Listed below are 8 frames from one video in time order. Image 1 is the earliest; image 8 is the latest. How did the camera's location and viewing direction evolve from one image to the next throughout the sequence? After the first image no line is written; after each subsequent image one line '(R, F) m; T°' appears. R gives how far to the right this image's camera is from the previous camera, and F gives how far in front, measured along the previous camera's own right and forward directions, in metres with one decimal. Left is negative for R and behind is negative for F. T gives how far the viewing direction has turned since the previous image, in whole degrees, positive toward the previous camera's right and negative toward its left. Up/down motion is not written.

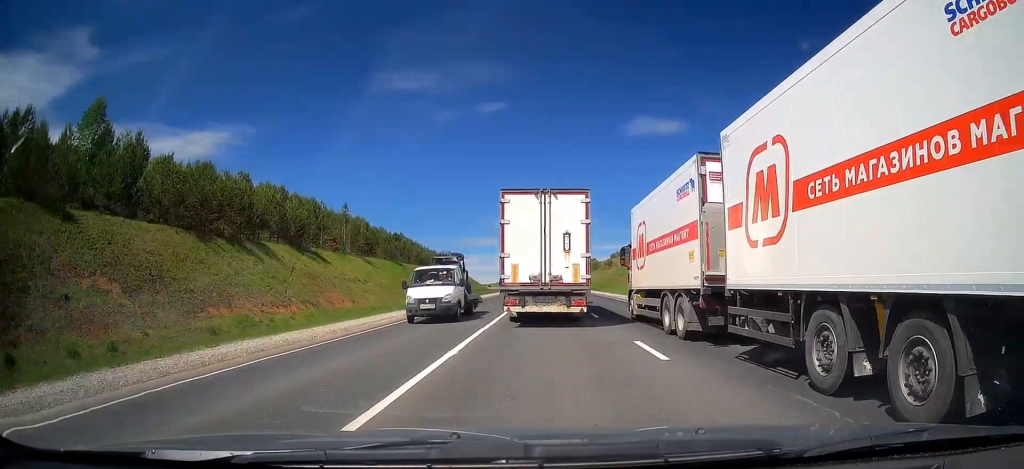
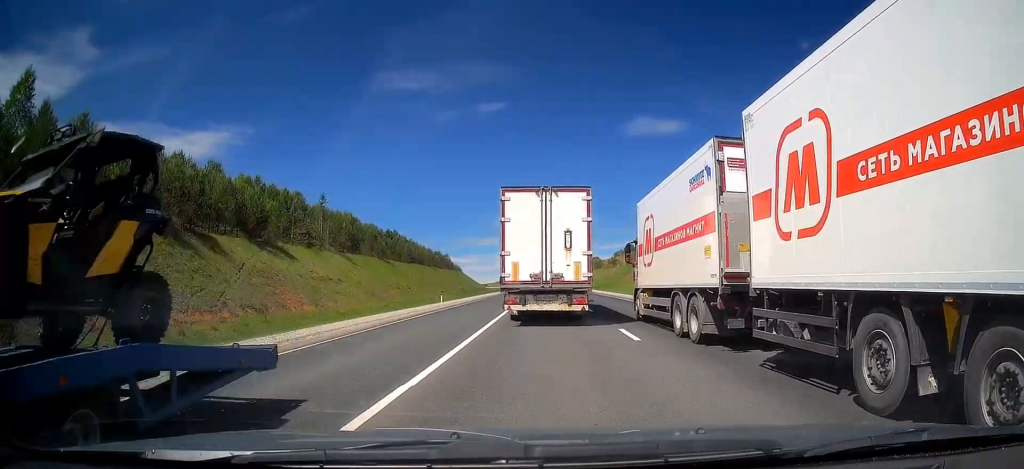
(+0.2, +9.2) m; 0°
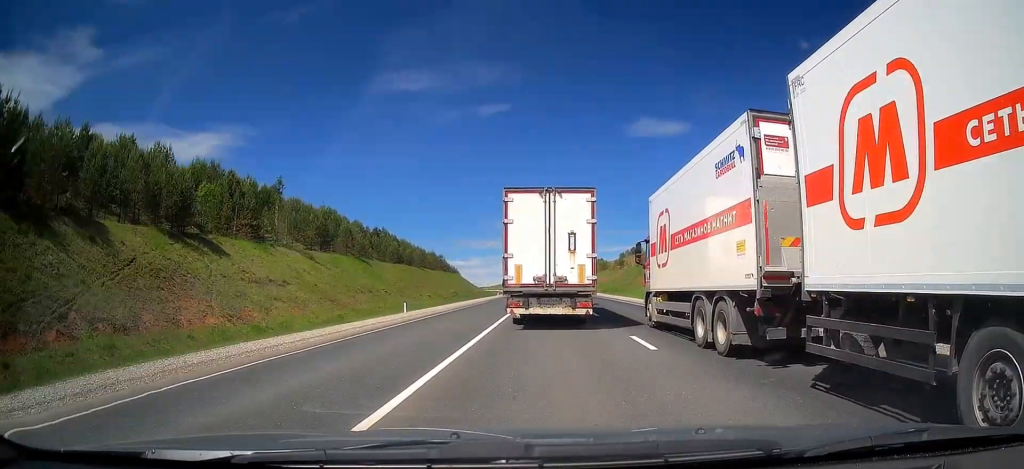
(-0.3, +13.3) m; -1°
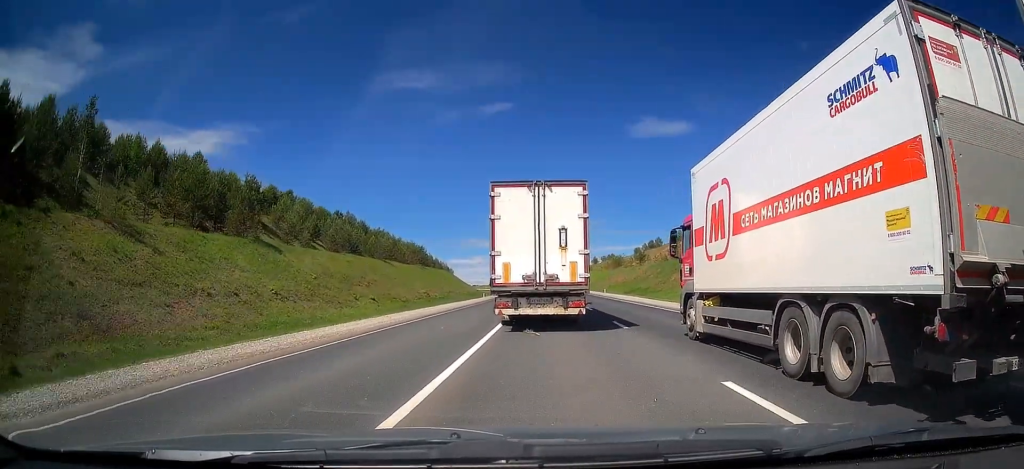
(0.0, +30.5) m; +1°
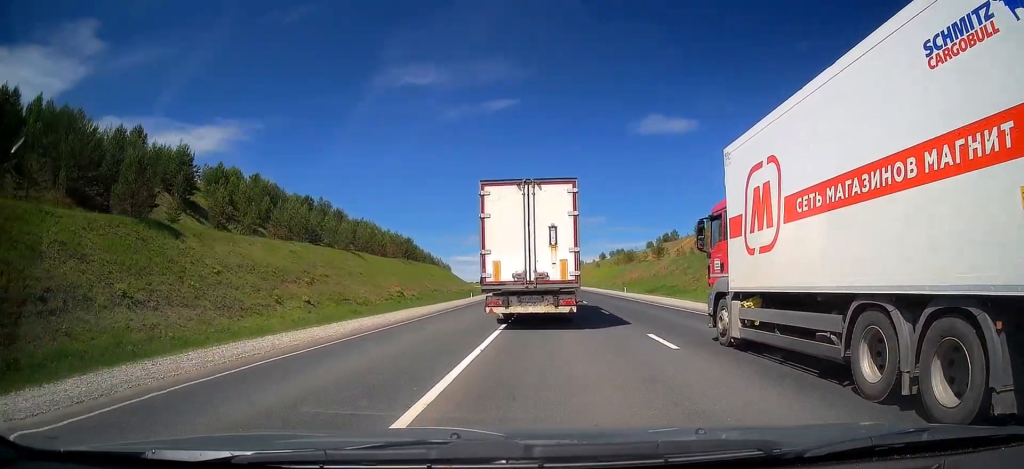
(+0.1, +18.0) m; 0°
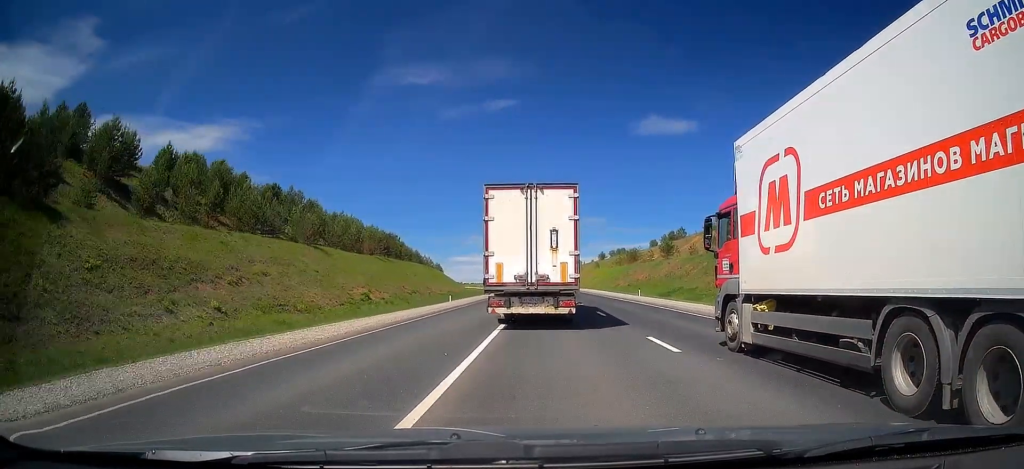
(-0.1, +12.6) m; 0°
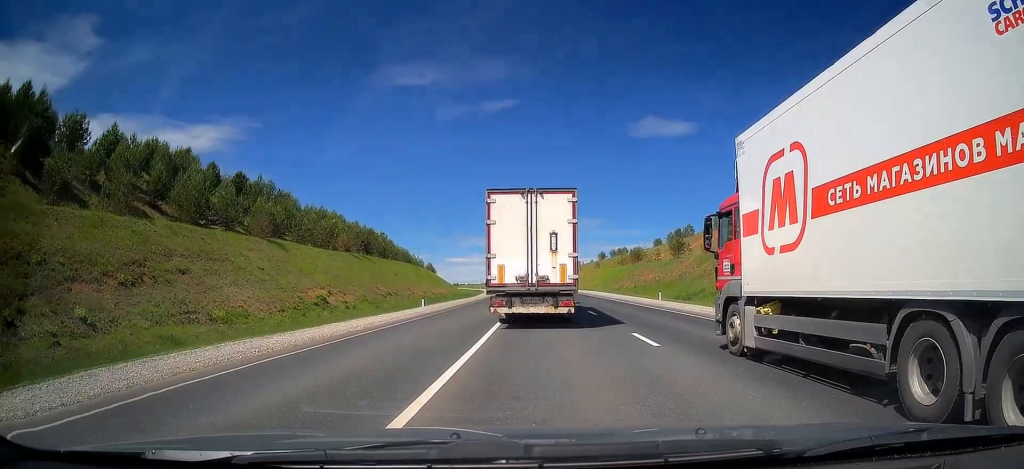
(0.0, +11.2) m; 0°
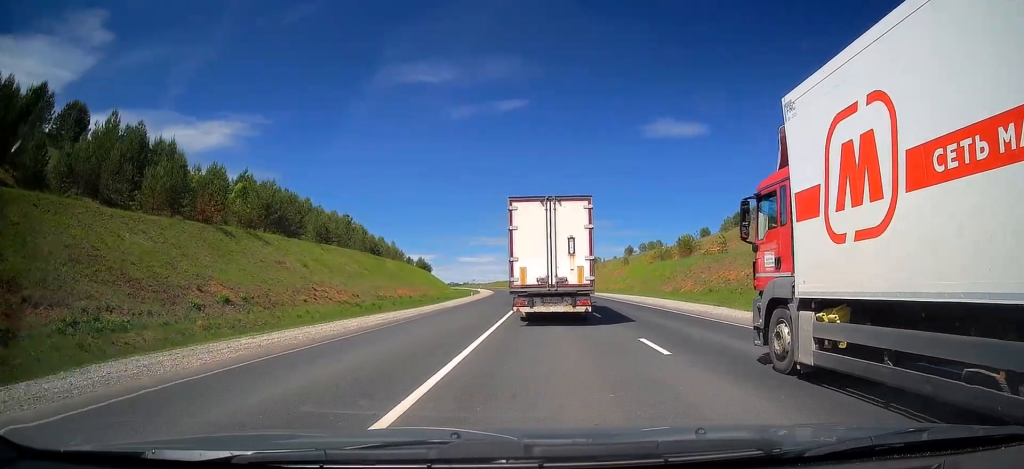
(+0.5, +37.2) m; 0°
